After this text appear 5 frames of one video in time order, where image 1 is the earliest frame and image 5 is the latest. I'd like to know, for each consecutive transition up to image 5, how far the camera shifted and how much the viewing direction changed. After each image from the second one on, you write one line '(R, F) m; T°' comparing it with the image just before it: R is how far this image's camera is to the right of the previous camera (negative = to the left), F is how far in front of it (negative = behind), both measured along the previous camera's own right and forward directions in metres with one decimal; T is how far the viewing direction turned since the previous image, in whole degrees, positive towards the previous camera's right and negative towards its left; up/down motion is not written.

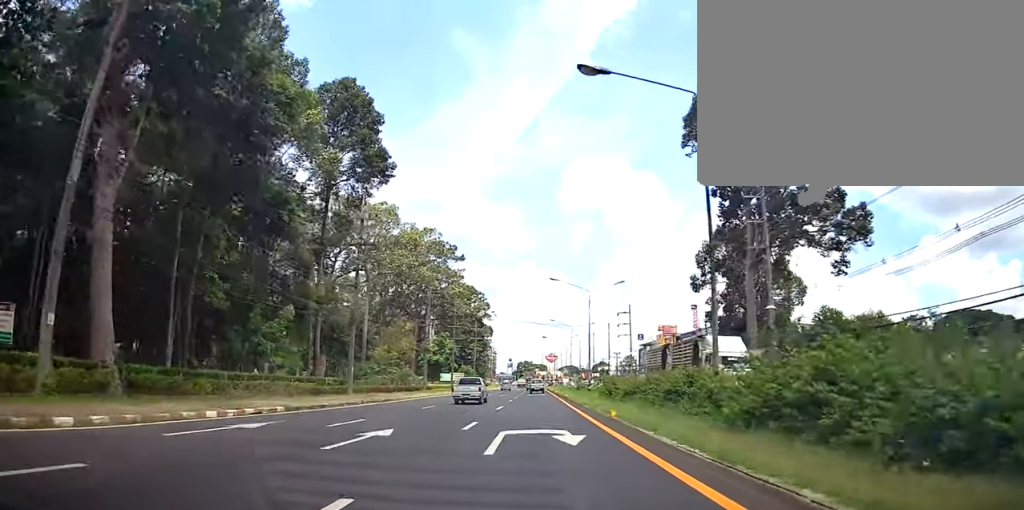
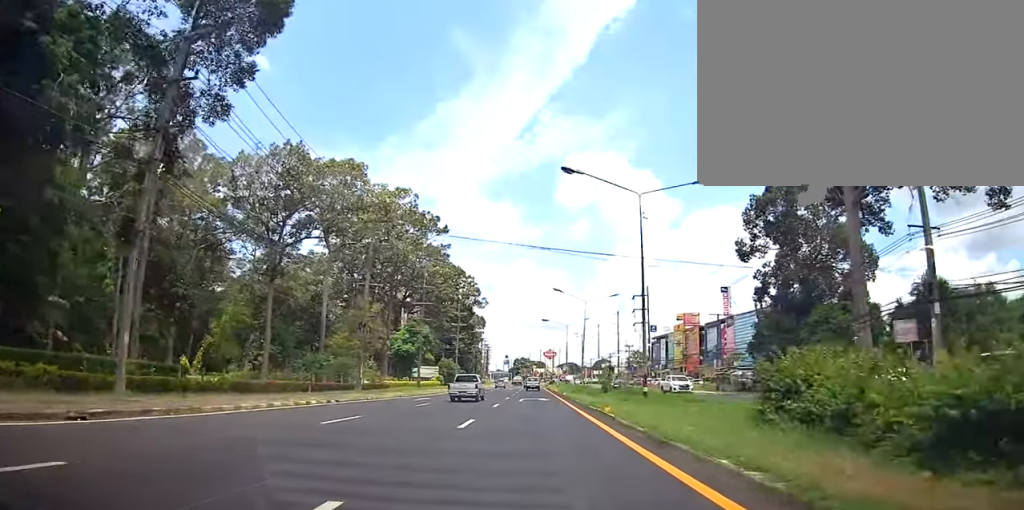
(-0.4, +24.1) m; -1°
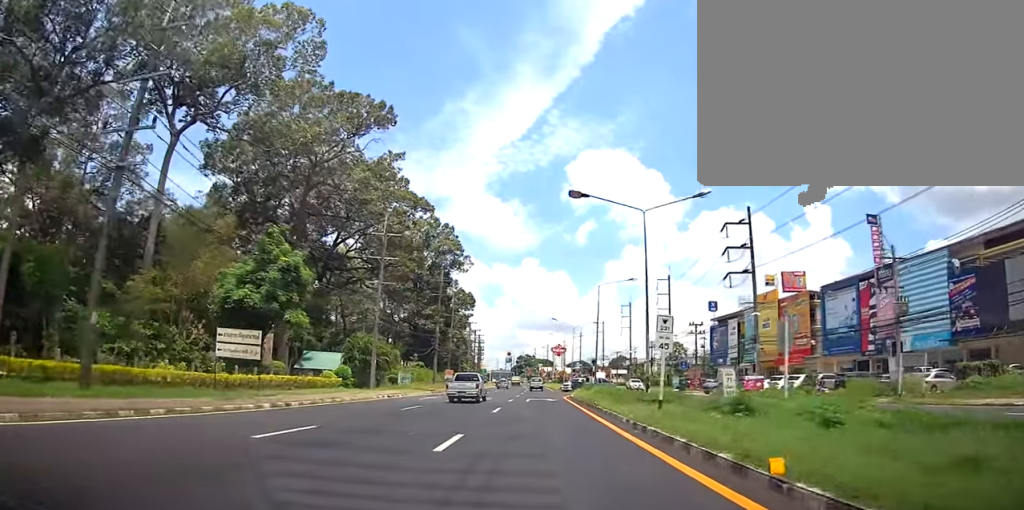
(-0.2, +51.6) m; 0°
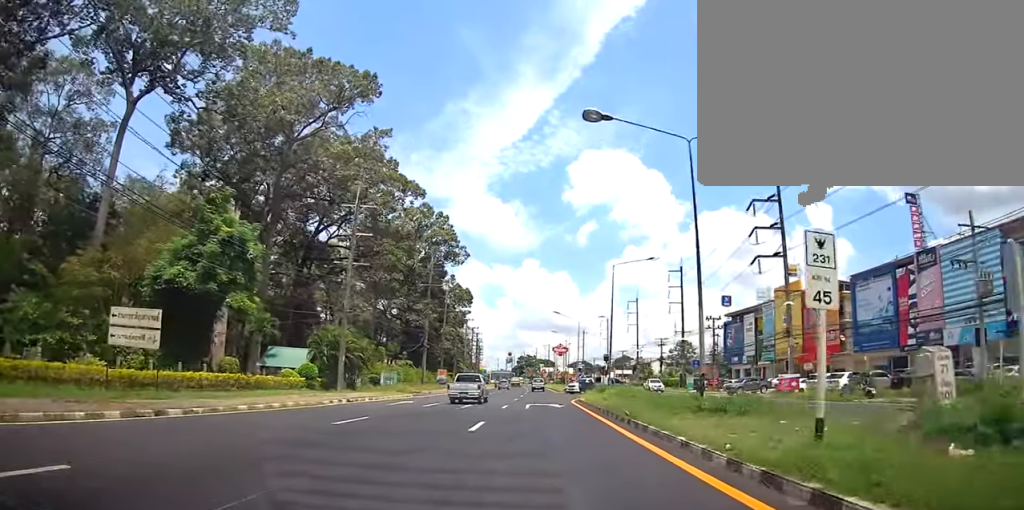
(-0.1, +7.8) m; 0°
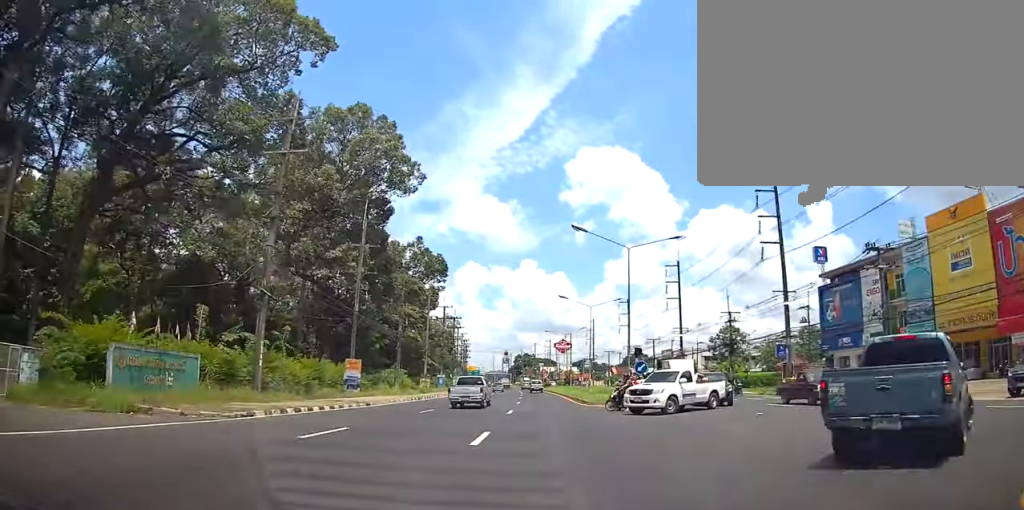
(+0.2, +38.0) m; -1°
